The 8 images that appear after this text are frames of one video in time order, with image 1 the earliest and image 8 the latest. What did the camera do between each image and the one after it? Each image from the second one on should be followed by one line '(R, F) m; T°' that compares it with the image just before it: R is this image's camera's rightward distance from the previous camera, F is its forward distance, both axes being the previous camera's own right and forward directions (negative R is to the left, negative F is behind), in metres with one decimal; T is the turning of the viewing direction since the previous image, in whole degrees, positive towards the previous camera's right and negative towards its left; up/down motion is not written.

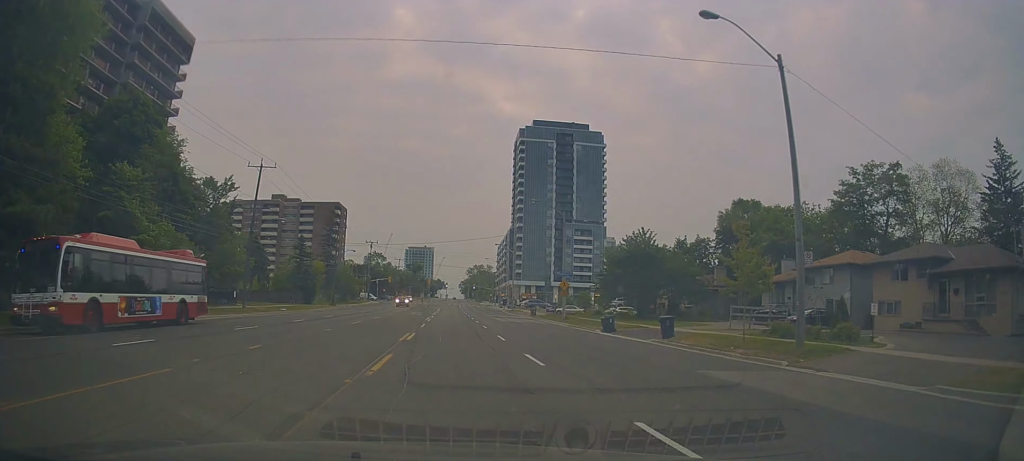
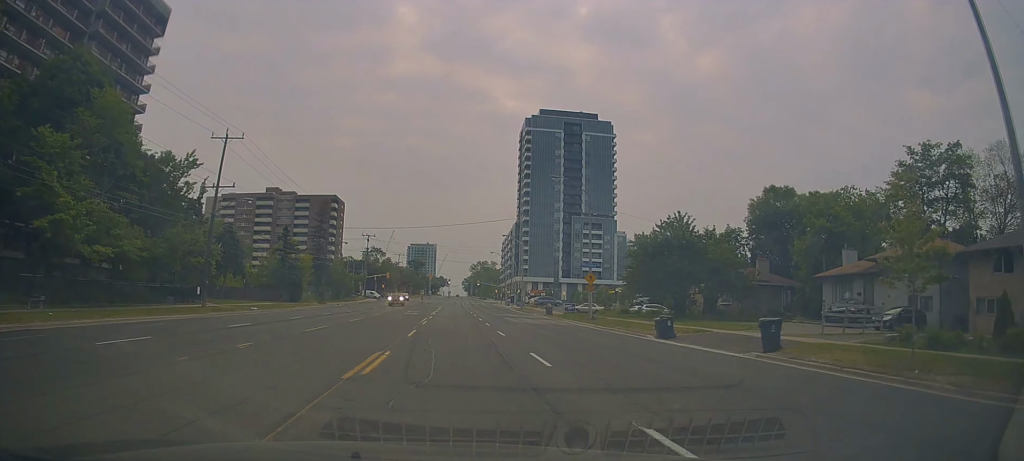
(+0.1, +8.3) m; 0°
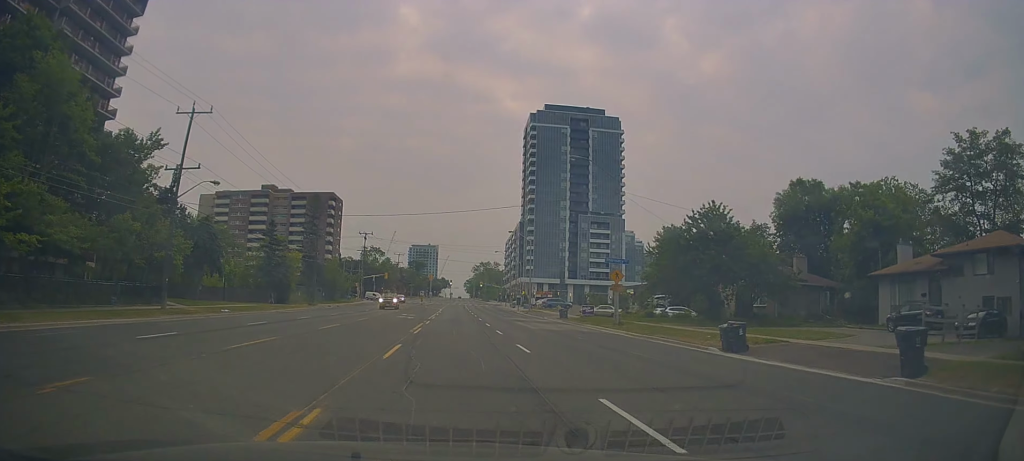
(-0.2, +6.5) m; 0°
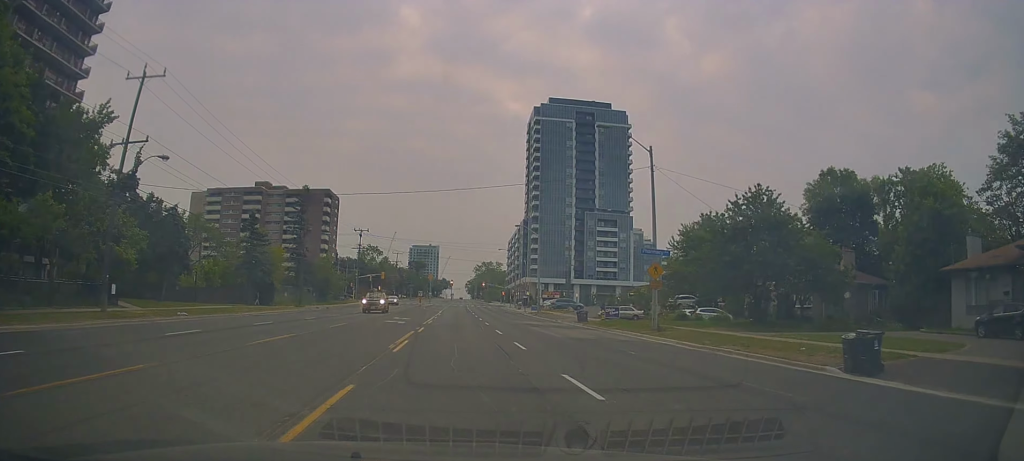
(-0.2, +7.0) m; +1°
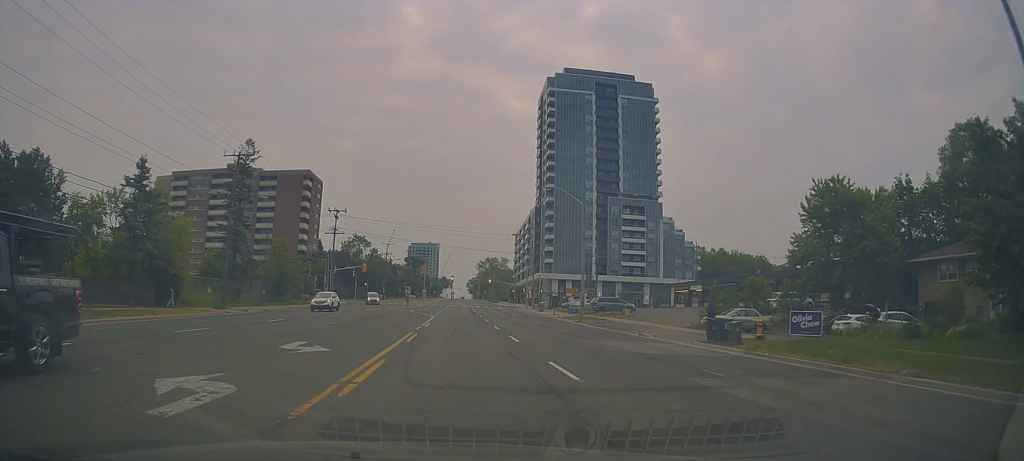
(+0.7, +24.7) m; +1°
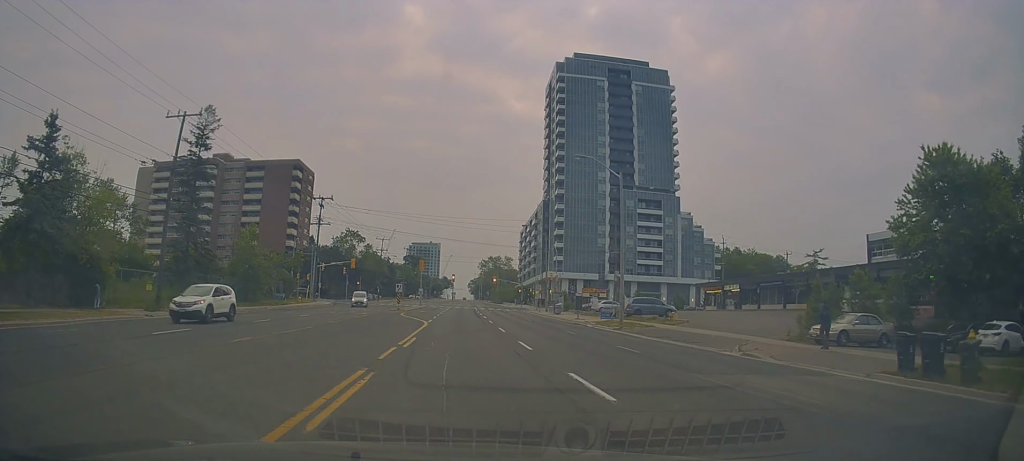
(-0.1, +11.7) m; 0°
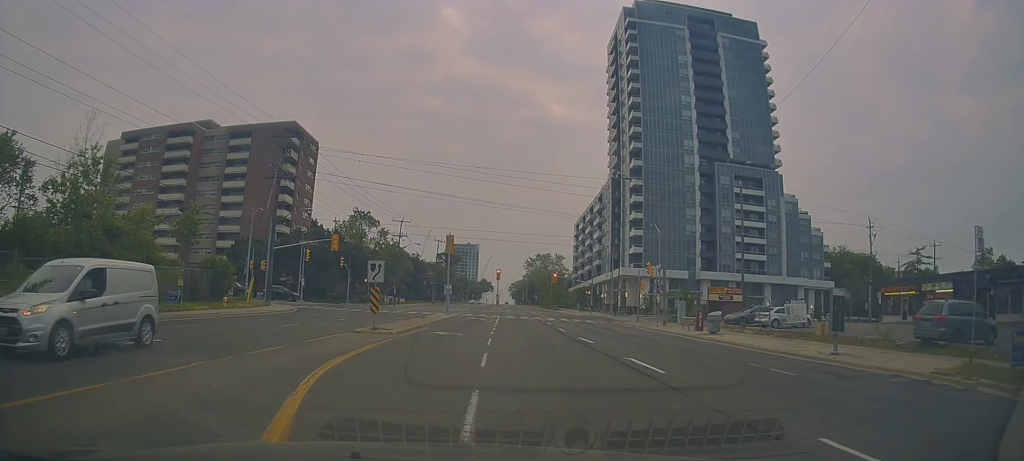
(-0.6, +35.4) m; -3°
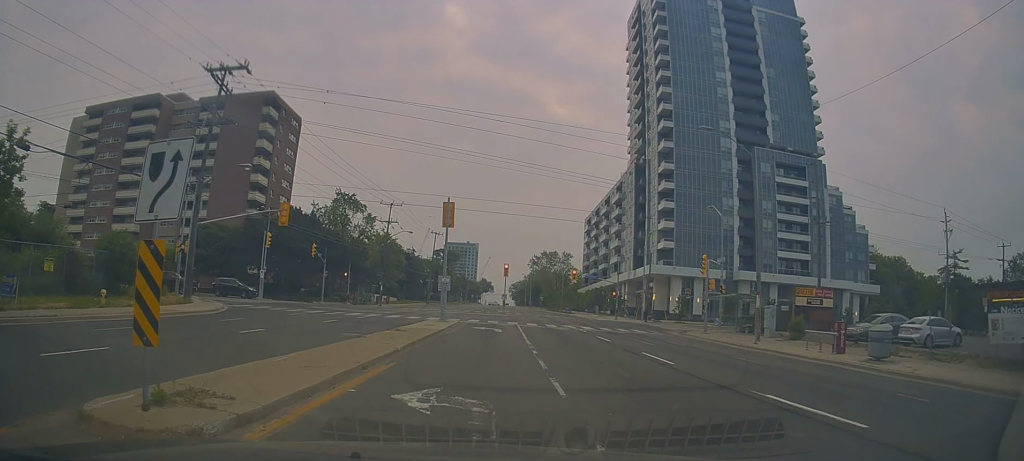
(0.0, +18.0) m; -1°
